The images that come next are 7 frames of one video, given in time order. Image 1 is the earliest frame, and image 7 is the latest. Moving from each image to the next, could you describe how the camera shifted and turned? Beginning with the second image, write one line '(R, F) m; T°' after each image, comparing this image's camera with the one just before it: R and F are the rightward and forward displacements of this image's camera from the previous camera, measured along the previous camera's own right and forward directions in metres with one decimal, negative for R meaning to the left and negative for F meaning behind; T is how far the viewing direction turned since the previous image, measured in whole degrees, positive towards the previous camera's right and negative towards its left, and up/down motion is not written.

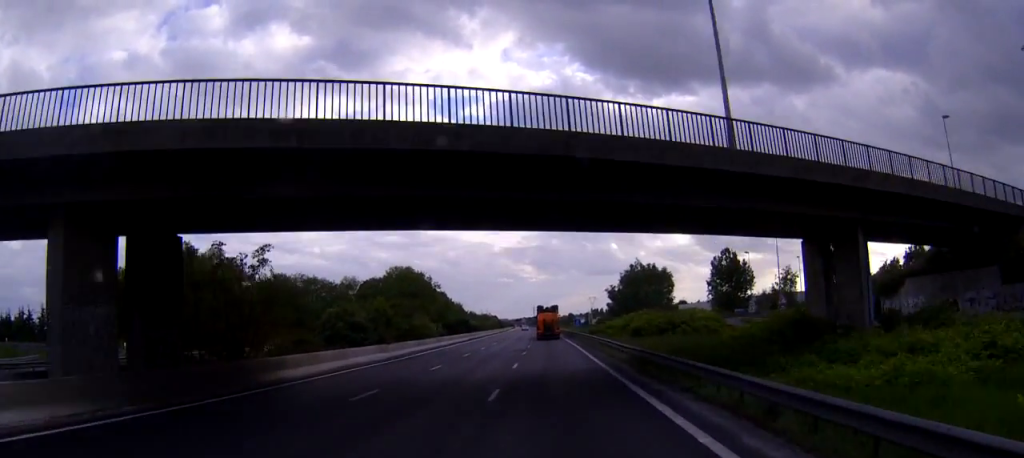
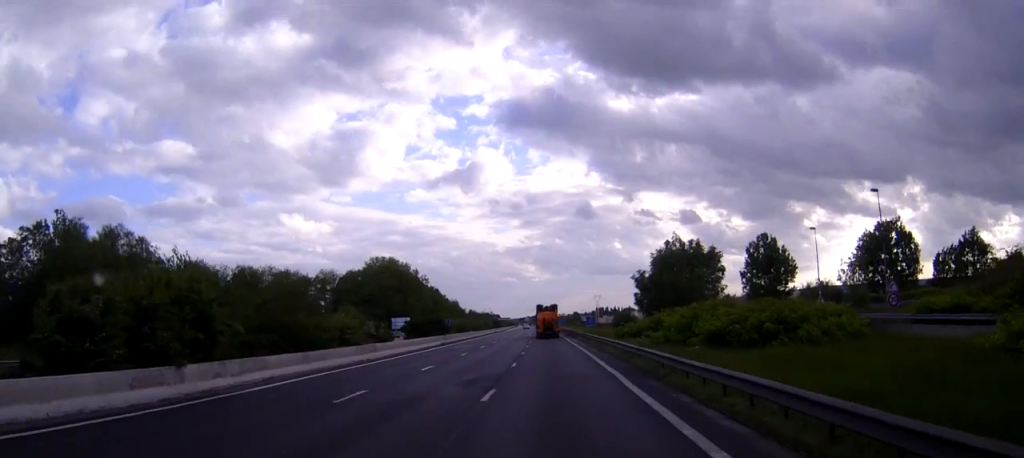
(-0.2, +26.8) m; -1°
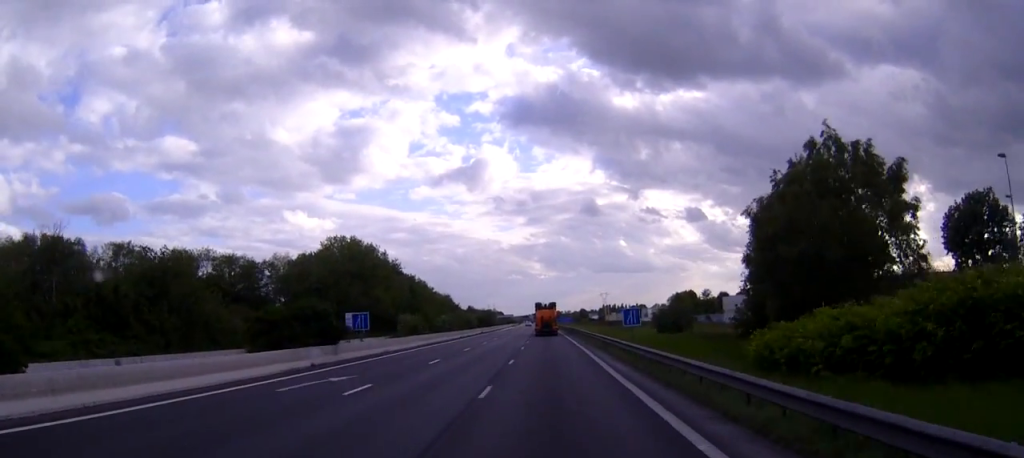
(-0.1, +38.2) m; 0°
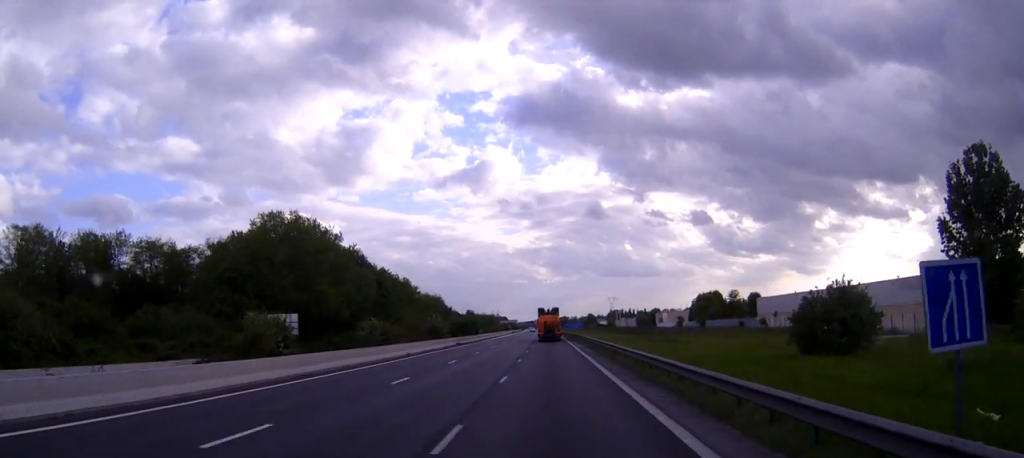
(-0.1, +35.4) m; 0°
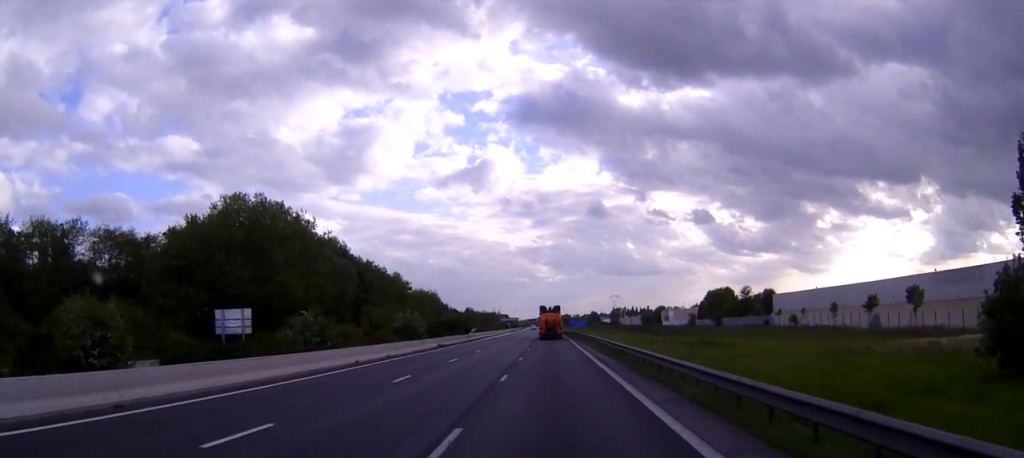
(0.0, +13.7) m; 0°
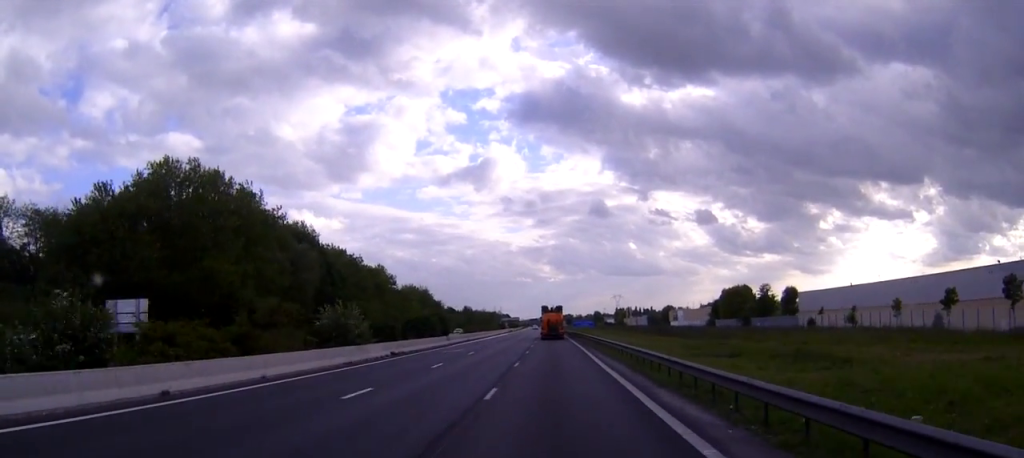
(0.0, +19.5) m; 0°
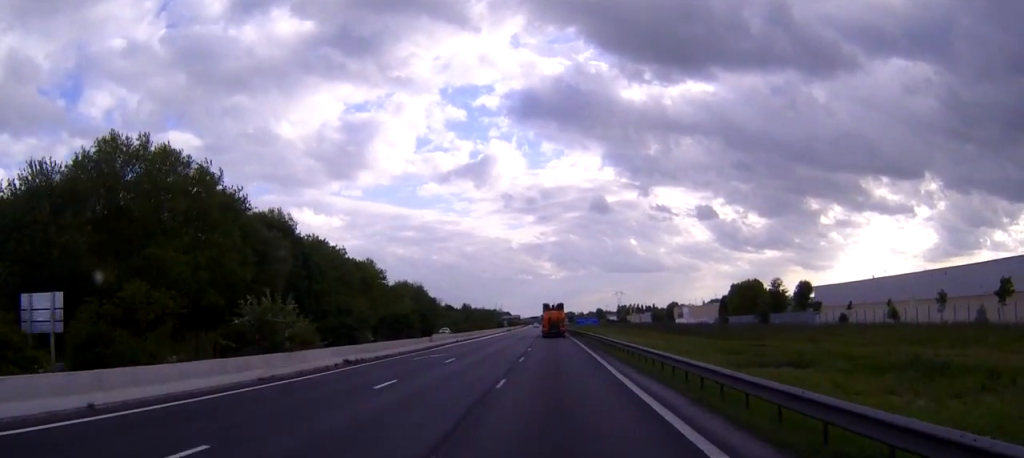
(0.0, +10.6) m; 0°
